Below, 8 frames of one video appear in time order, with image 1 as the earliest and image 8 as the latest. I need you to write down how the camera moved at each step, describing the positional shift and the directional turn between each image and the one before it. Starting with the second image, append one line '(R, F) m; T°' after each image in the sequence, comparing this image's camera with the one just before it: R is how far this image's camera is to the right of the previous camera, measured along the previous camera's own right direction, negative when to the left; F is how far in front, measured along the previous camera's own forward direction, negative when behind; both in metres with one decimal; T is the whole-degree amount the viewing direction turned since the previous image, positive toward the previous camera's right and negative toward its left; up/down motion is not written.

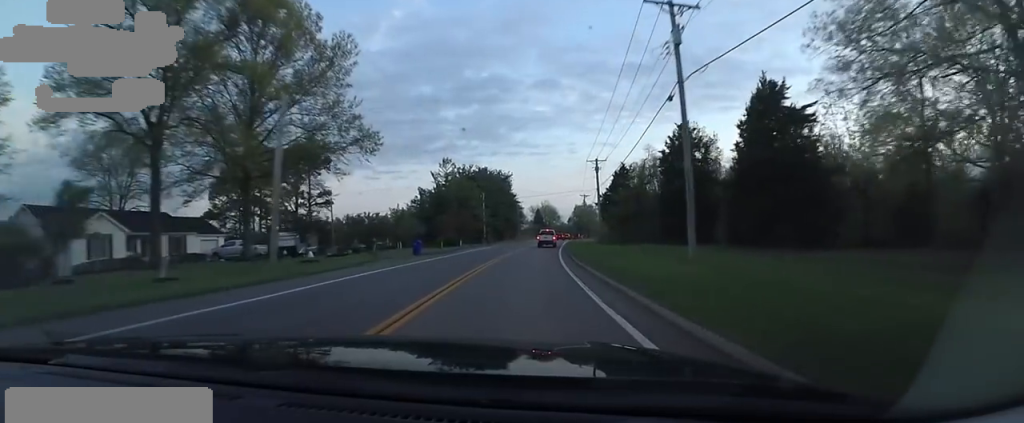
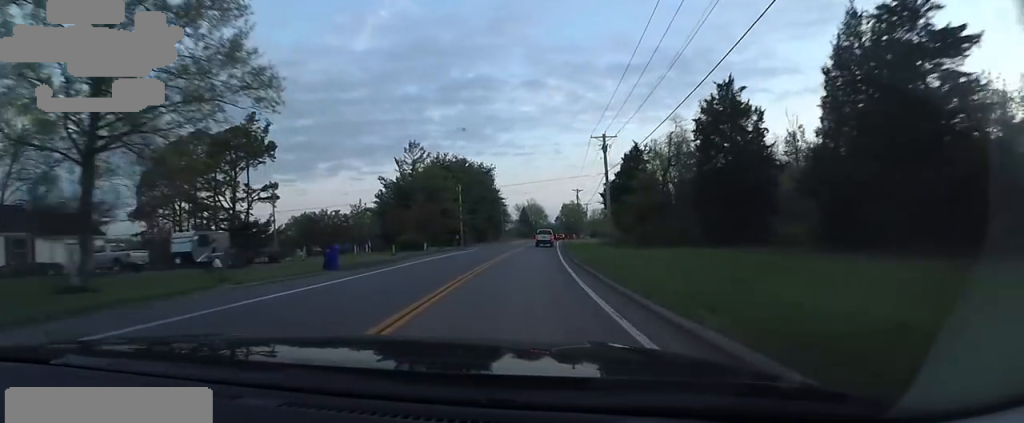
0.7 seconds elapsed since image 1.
(+0.2, +14.2) m; +4°
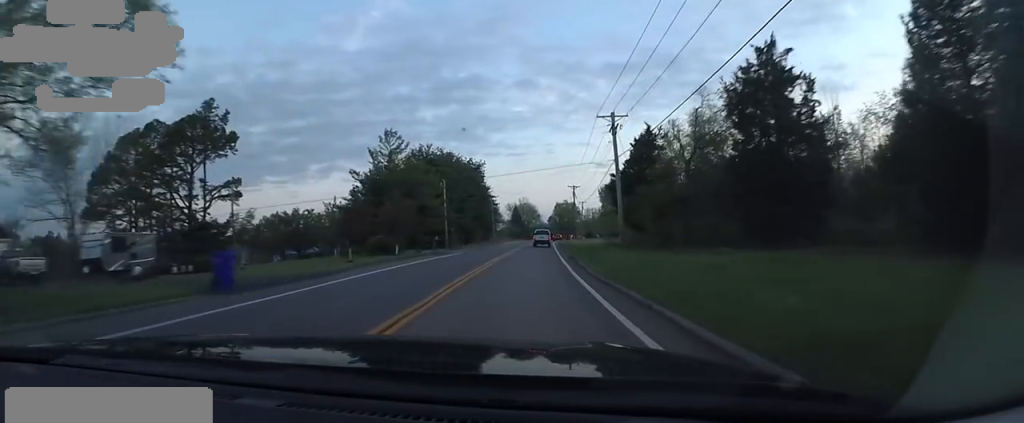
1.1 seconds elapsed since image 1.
(-0.2, +7.7) m; +3°
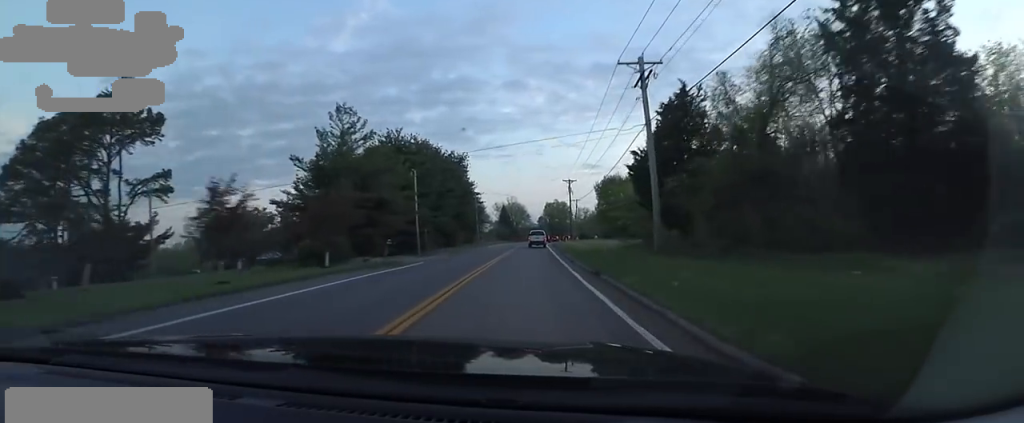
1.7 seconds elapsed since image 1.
(+0.8, +11.5) m; +2°
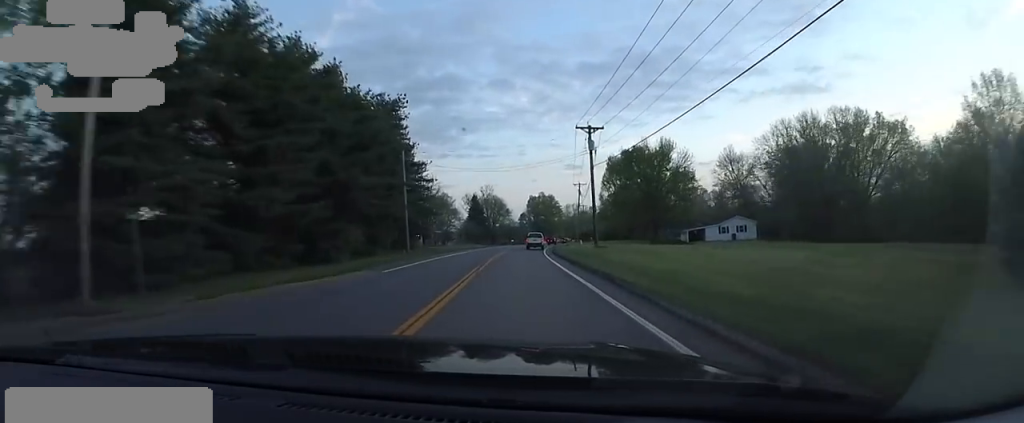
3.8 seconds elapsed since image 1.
(+0.2, +38.7) m; 0°
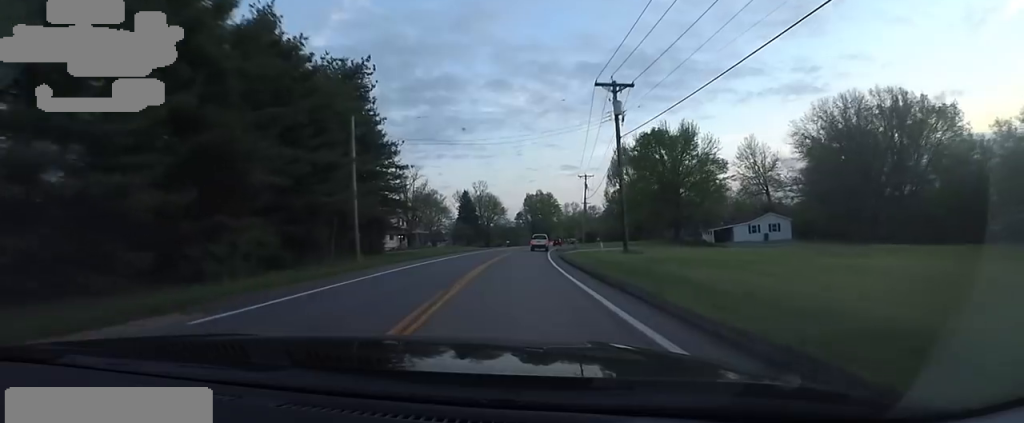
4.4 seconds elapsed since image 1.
(+0.4, +11.3) m; 0°
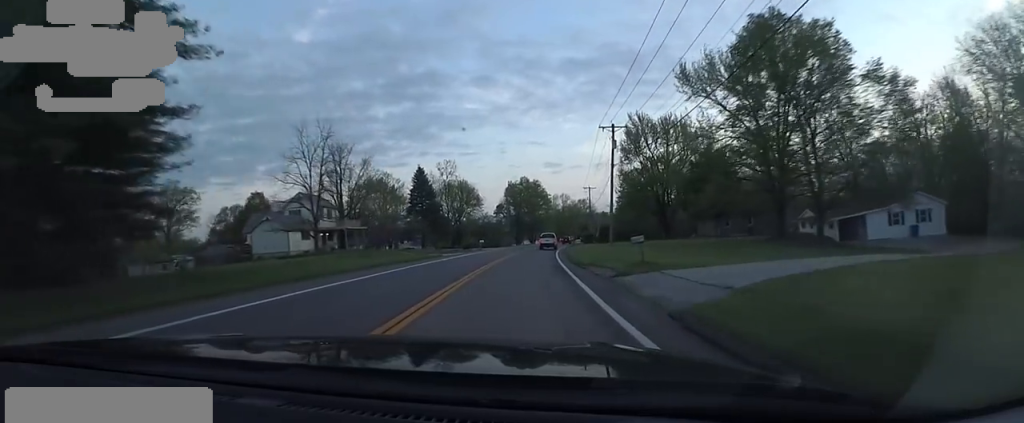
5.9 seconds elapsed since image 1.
(0.0, +30.2) m; +4°
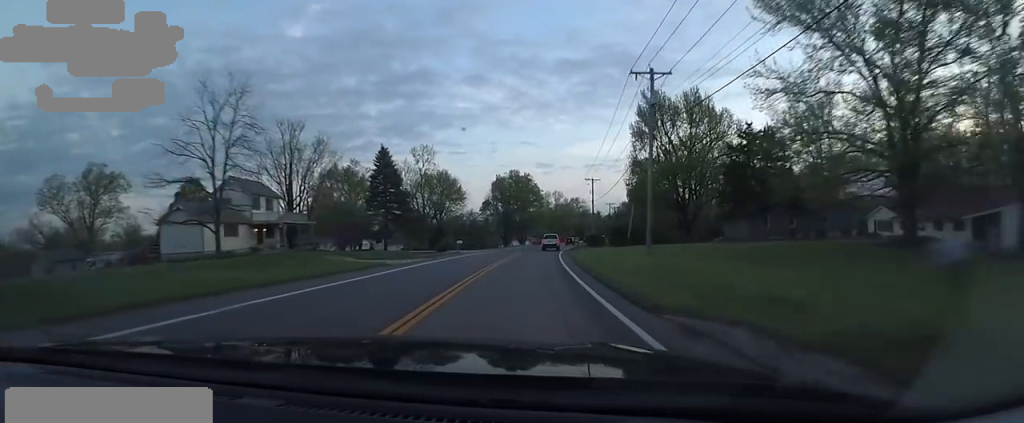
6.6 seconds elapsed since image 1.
(+0.5, +14.6) m; +3°
